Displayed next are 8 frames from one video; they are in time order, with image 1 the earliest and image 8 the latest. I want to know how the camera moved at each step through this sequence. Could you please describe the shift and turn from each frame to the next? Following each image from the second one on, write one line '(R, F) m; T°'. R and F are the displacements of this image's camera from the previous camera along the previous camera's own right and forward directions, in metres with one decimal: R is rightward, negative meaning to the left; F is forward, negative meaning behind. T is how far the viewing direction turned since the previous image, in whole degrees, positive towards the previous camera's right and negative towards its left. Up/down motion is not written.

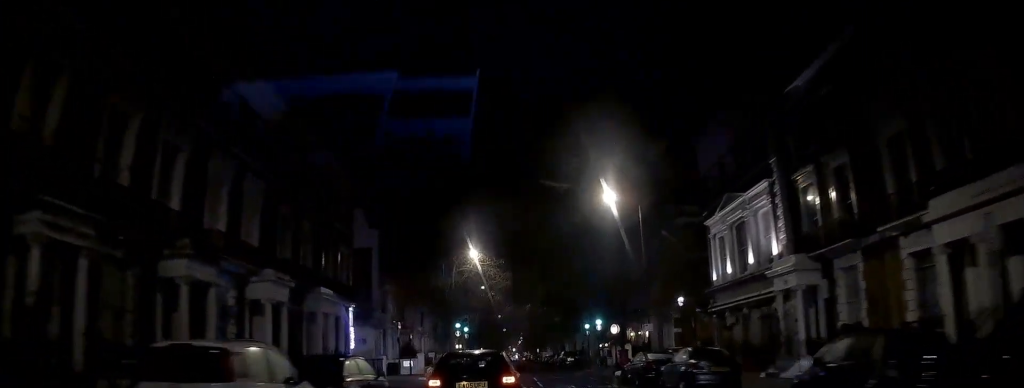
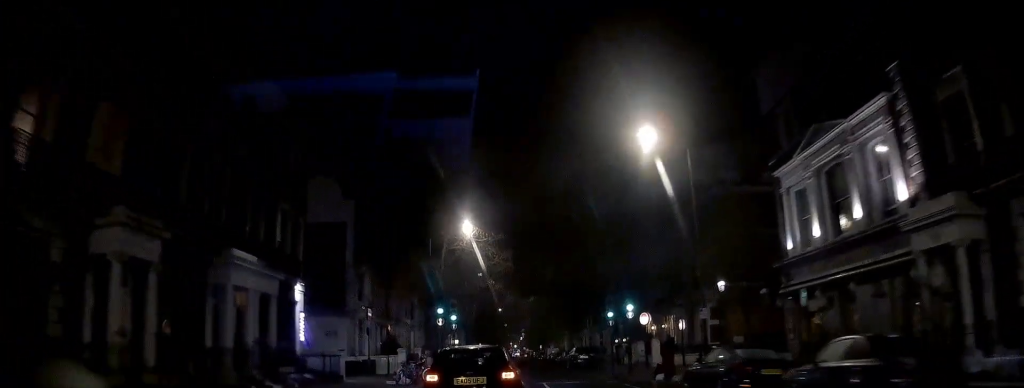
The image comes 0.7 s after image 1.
(-0.2, +9.7) m; 0°
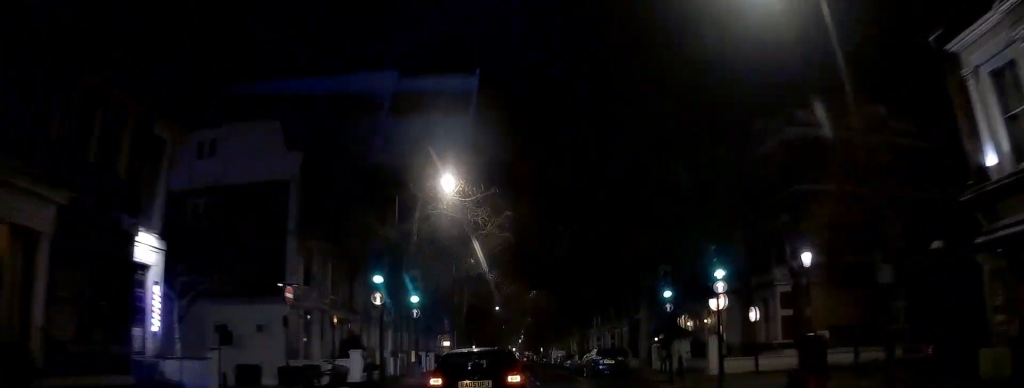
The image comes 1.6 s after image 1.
(+0.4, +12.5) m; +1°
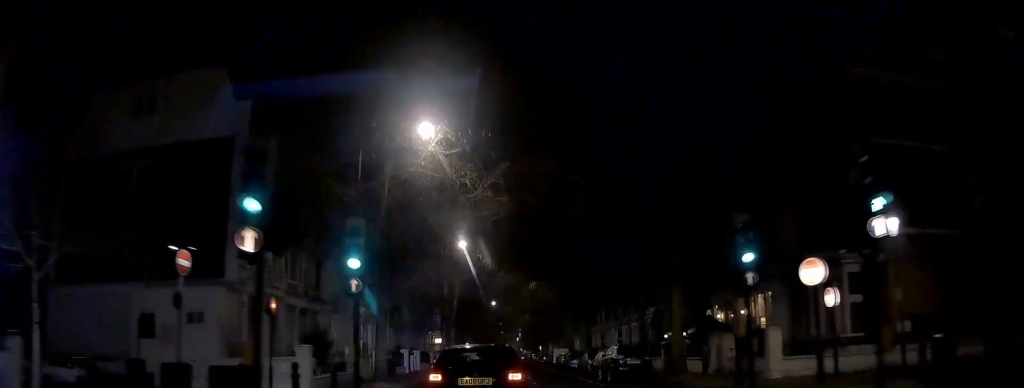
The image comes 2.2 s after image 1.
(0.0, +7.4) m; 0°
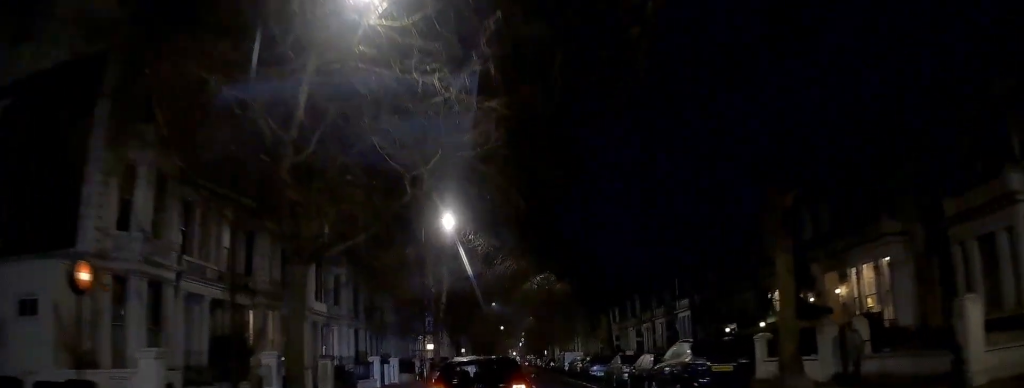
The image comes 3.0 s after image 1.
(-0.1, +10.7) m; 0°
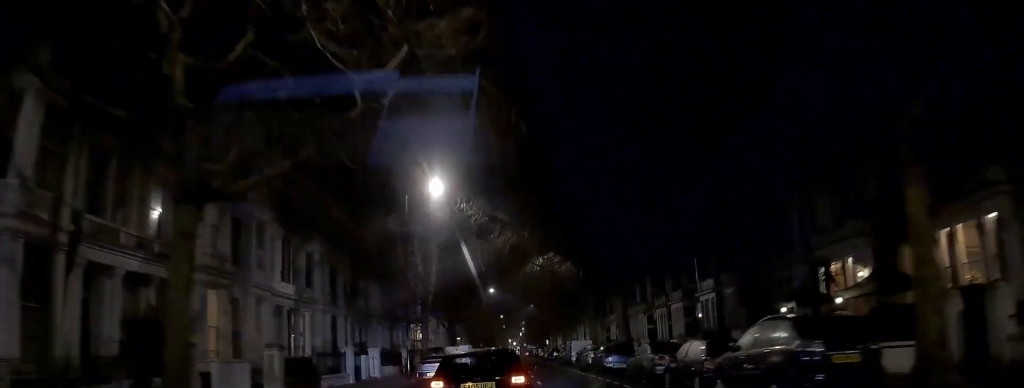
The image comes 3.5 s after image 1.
(0.0, +5.9) m; 0°
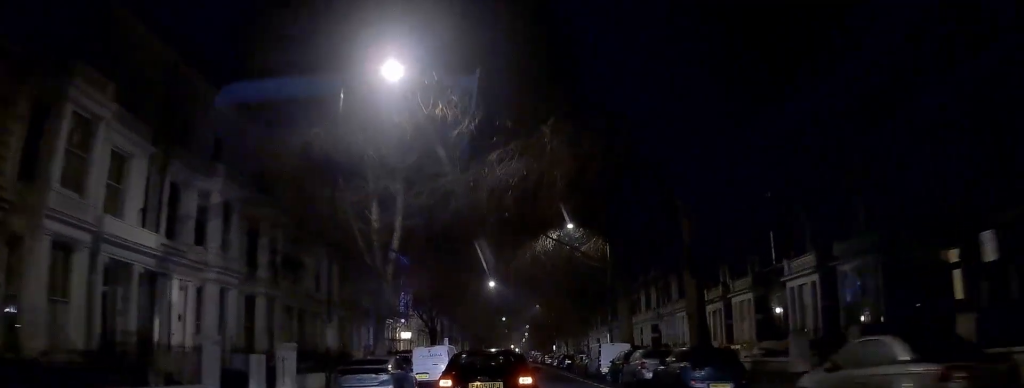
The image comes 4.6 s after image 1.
(0.0, +14.3) m; -1°
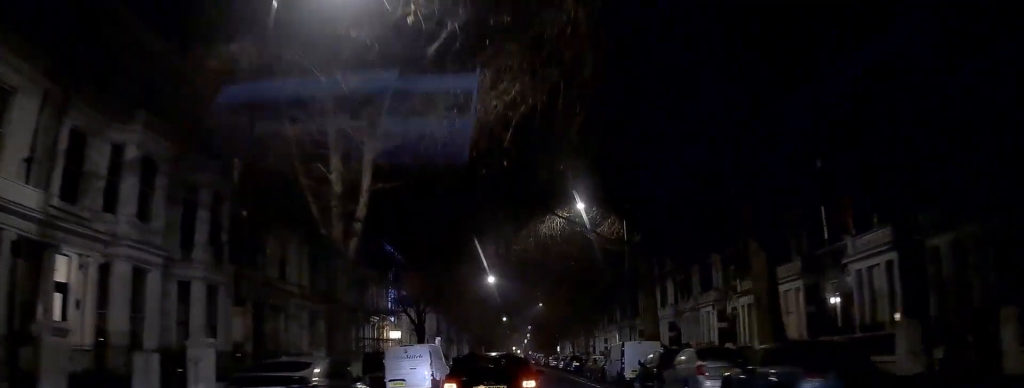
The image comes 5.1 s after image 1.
(-0.1, +6.2) m; 0°
